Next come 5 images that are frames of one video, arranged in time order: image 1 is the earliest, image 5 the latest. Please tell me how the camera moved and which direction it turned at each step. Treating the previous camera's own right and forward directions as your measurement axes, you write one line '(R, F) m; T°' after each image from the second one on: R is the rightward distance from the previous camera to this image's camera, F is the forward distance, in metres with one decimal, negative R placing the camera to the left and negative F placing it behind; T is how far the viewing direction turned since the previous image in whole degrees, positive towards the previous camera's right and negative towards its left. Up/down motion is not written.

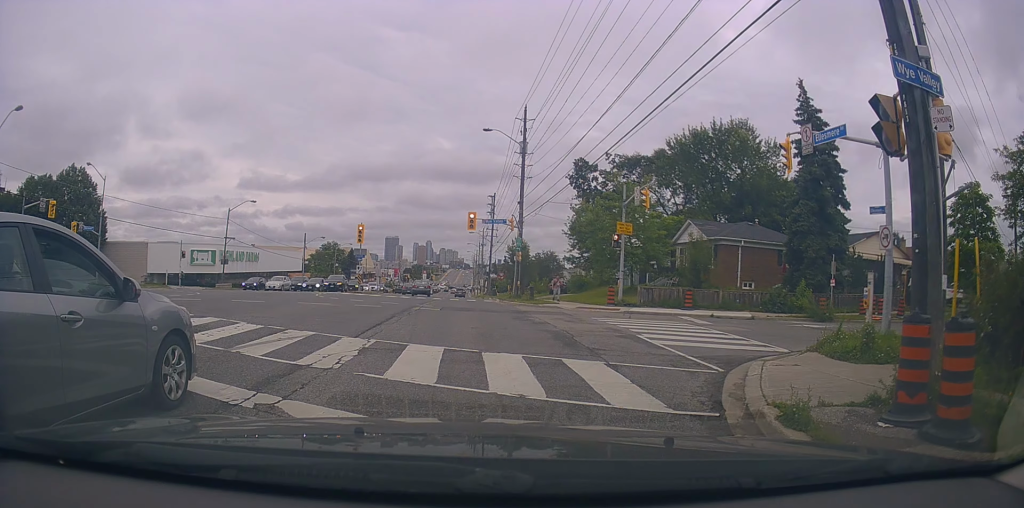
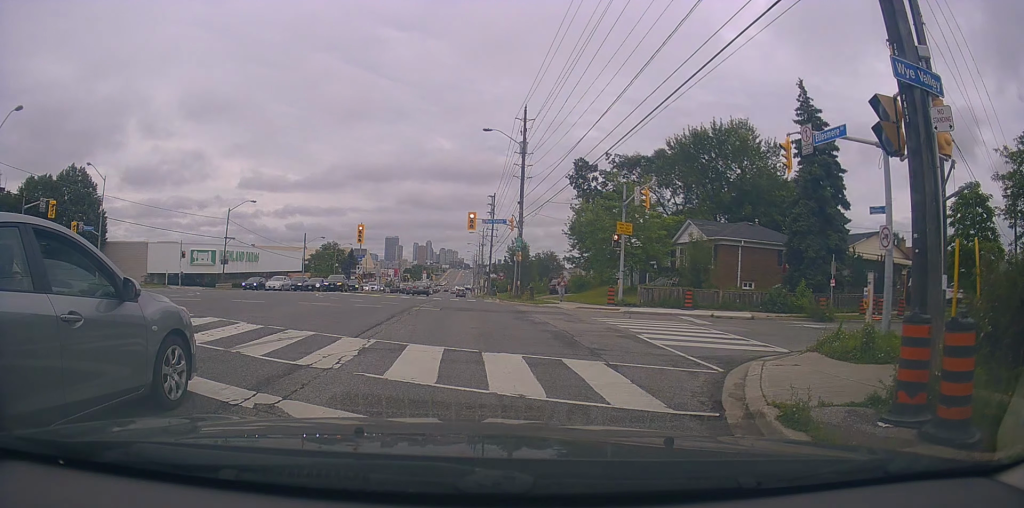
(0.0, 0.0) m; 0°
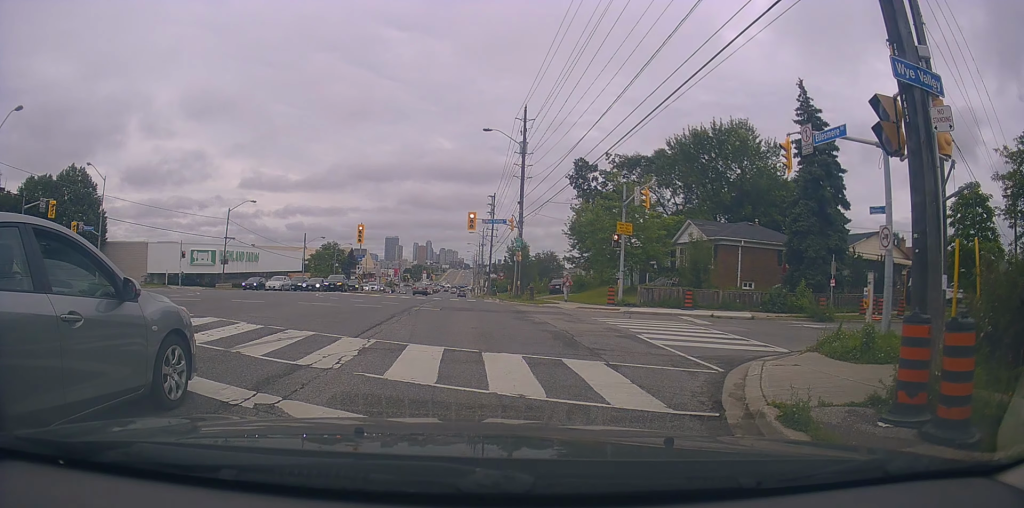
(0.0, 0.0) m; 0°
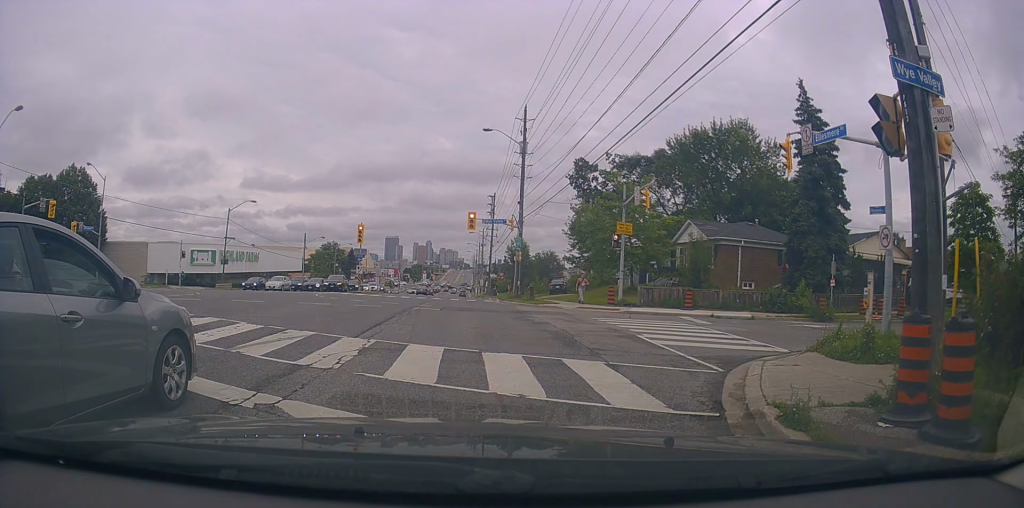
(0.0, 0.0) m; 0°
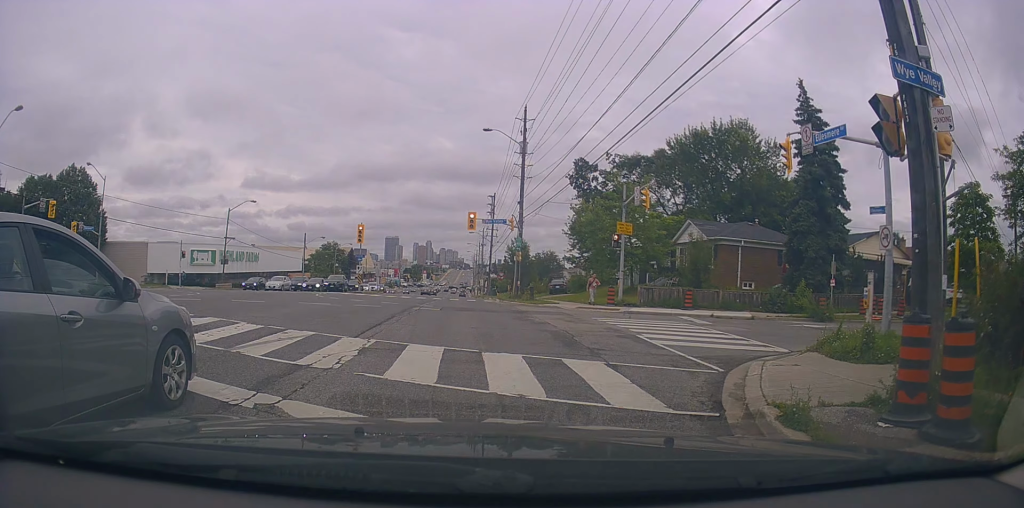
(0.0, 0.0) m; 0°
